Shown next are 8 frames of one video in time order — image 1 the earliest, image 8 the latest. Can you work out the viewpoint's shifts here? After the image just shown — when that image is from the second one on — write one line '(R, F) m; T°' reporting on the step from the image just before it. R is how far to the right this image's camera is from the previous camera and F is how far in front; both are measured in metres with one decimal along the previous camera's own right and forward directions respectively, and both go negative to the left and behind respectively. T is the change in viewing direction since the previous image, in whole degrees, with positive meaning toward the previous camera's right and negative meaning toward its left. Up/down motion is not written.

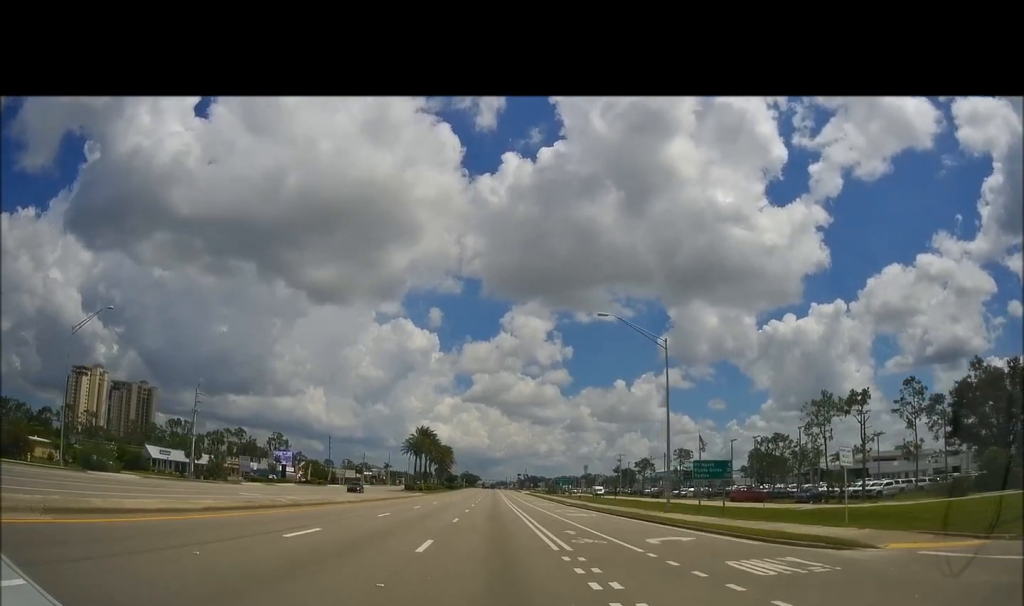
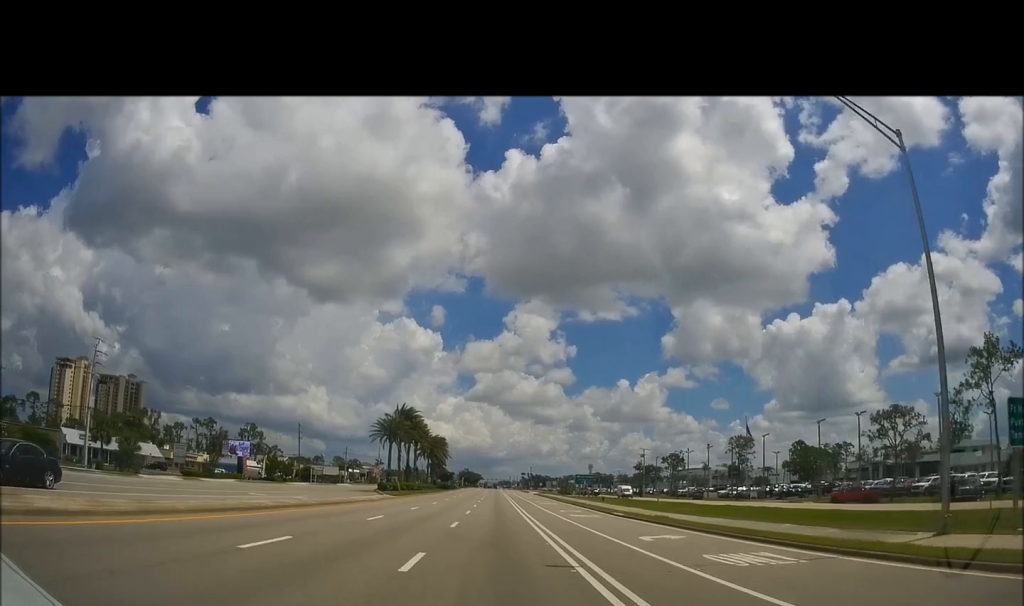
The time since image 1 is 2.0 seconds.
(+0.2, +27.1) m; -1°
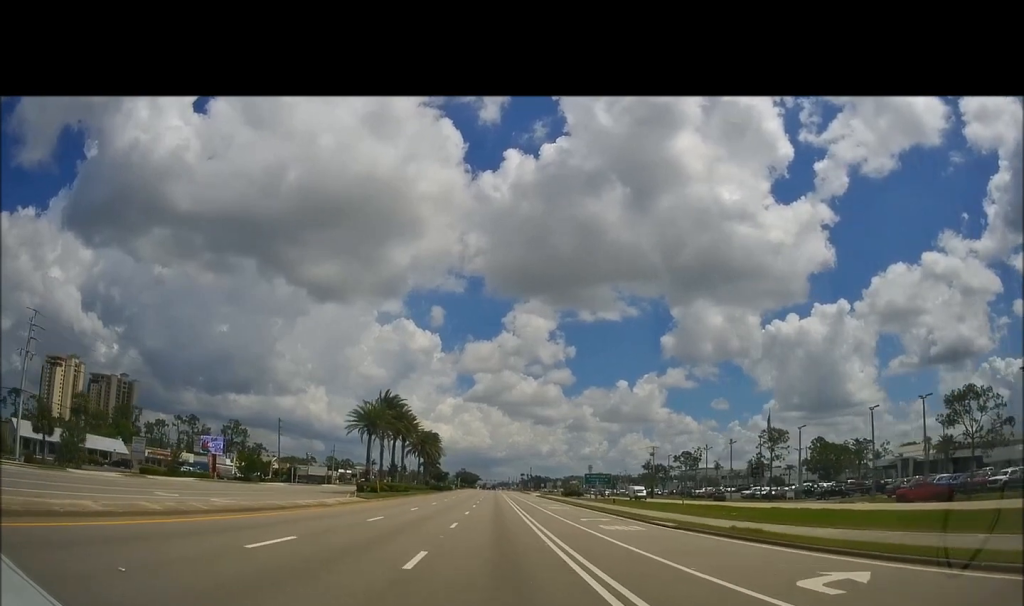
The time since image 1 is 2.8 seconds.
(-0.1, +11.9) m; 0°
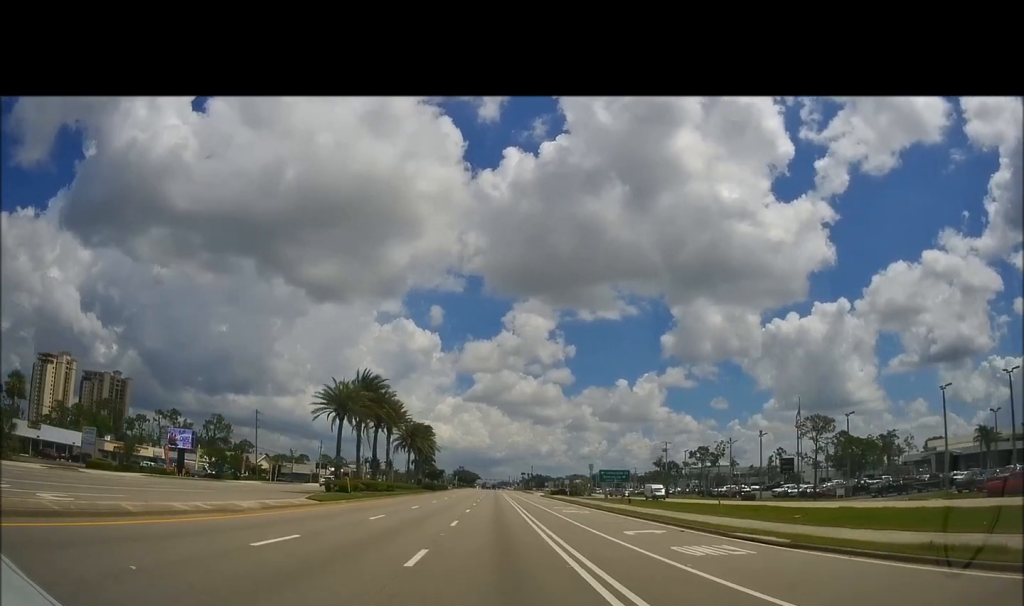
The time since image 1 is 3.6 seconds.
(0.0, +12.0) m; 0°
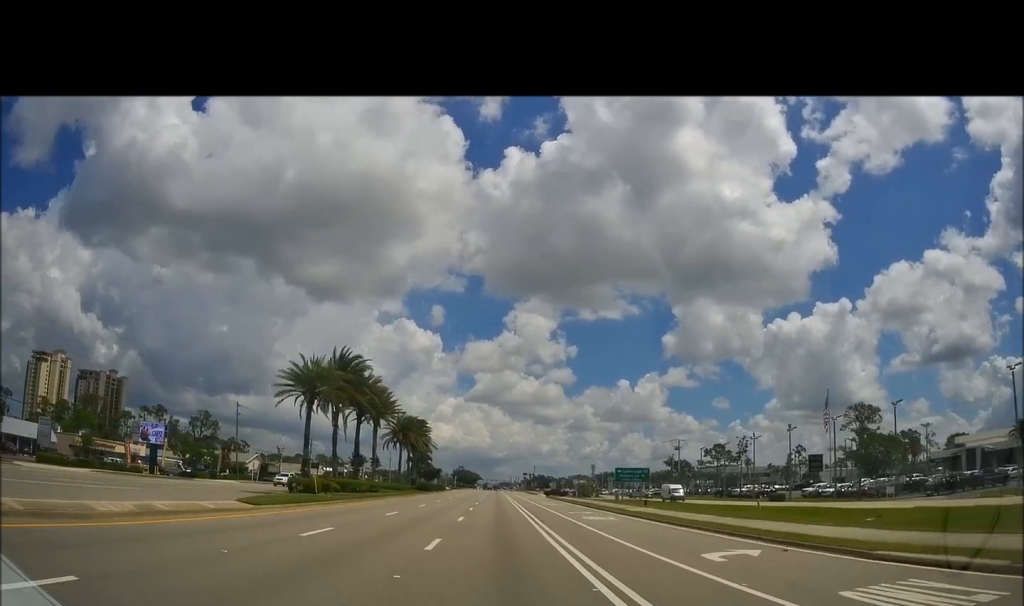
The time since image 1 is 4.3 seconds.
(0.0, +9.2) m; 0°
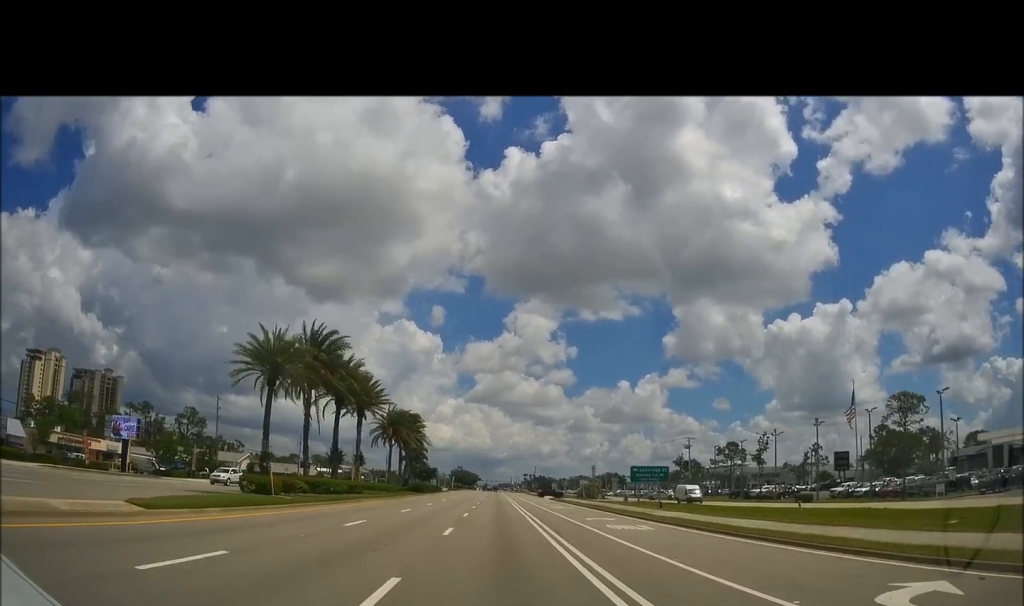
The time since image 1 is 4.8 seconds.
(0.0, +7.8) m; 0°
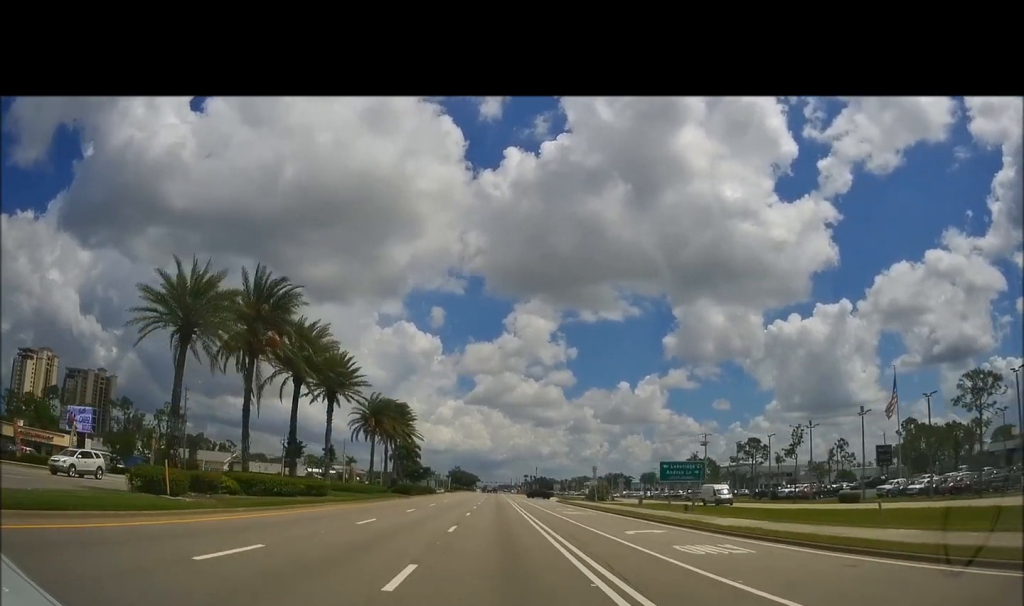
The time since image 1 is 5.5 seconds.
(0.0, +10.7) m; 0°
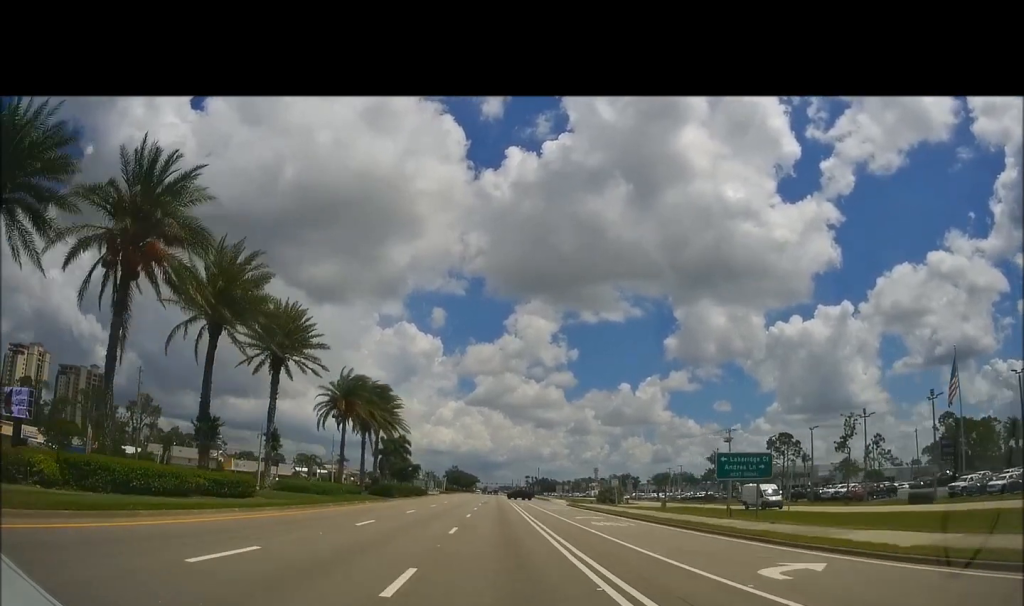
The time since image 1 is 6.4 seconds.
(0.0, +12.7) m; 0°
